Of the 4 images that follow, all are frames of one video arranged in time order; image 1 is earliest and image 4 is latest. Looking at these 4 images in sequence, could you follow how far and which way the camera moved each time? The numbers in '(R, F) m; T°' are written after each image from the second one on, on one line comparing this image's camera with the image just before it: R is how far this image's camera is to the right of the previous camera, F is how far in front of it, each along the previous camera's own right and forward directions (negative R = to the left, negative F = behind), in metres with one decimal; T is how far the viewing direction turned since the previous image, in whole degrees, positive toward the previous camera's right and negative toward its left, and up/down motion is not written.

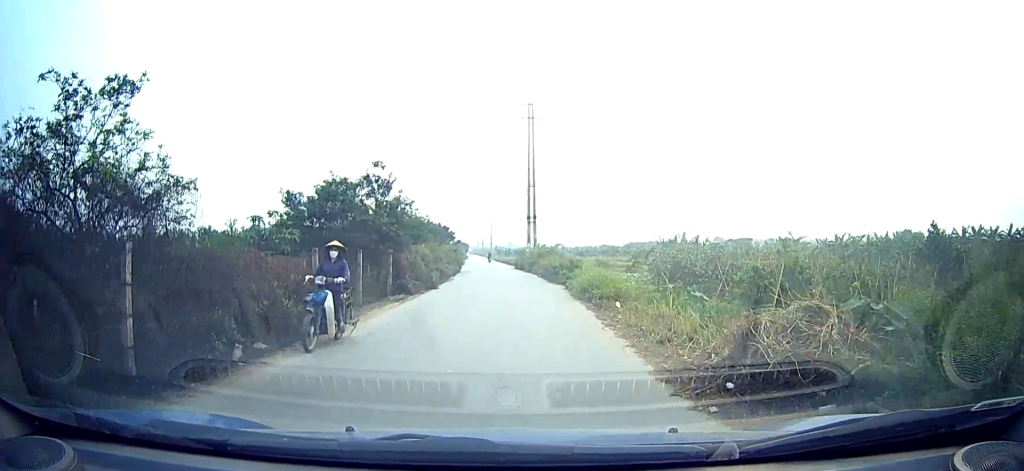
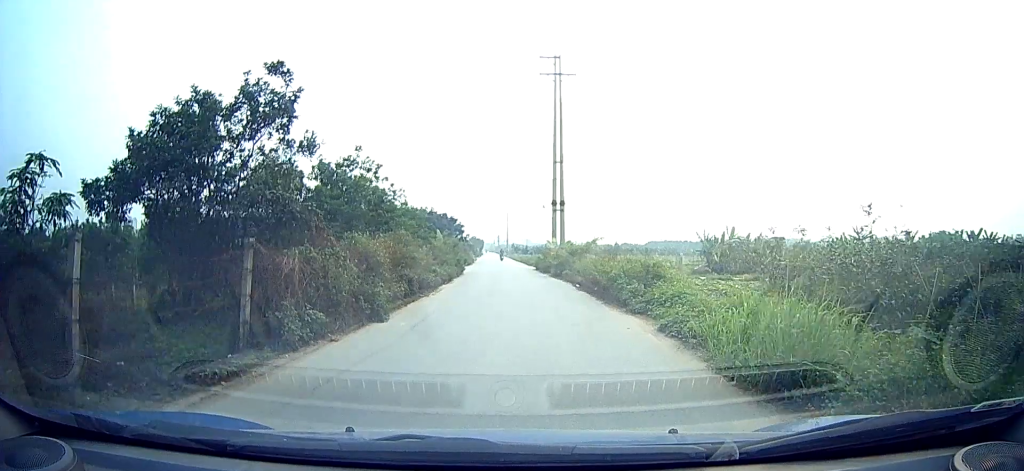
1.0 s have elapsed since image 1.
(-0.1, +12.0) m; -1°
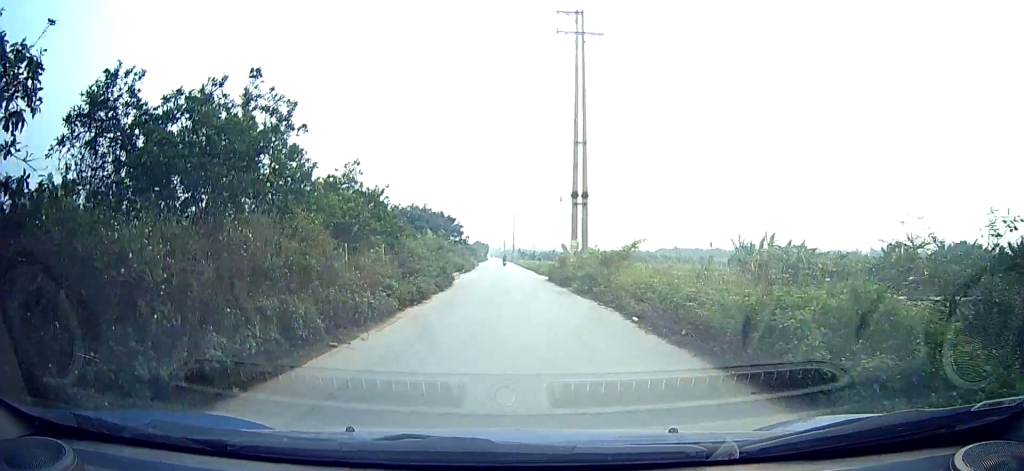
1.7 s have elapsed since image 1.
(-0.2, +9.0) m; -1°
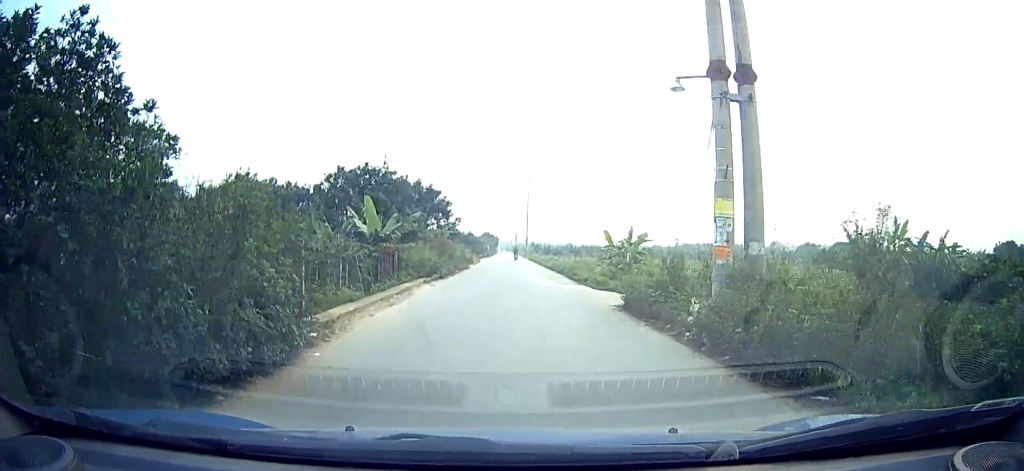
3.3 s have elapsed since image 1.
(-0.1, +19.8) m; +2°
